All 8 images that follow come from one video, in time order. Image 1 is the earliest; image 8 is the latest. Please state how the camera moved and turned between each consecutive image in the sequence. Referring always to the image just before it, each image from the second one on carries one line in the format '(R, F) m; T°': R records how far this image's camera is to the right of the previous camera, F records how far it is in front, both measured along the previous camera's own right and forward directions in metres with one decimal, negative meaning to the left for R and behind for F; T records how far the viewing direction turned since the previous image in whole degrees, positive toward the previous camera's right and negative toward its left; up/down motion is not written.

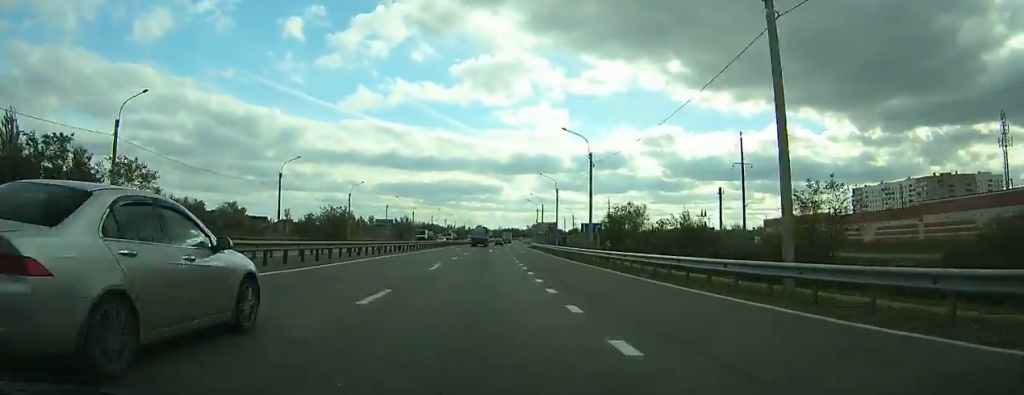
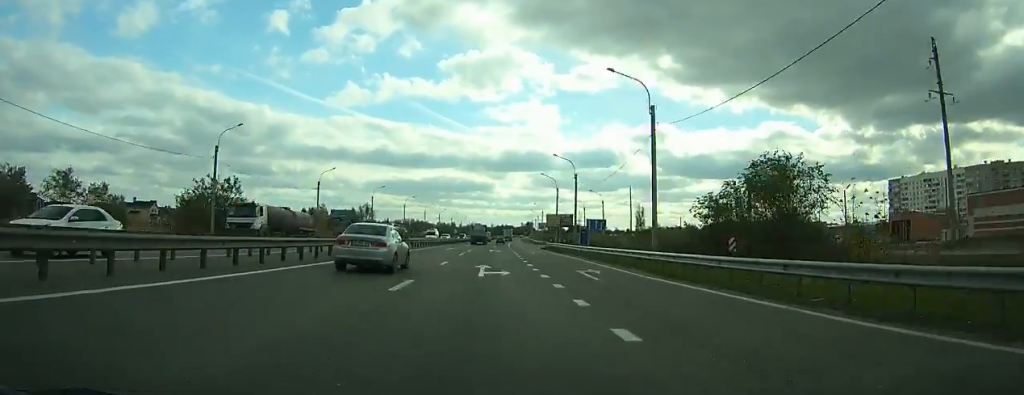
(+0.1, +46.8) m; +1°
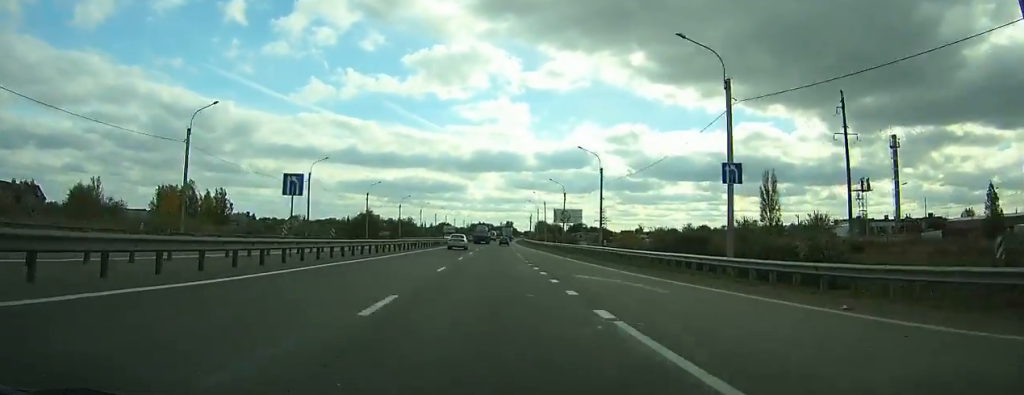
(+2.2, +128.7) m; +2°
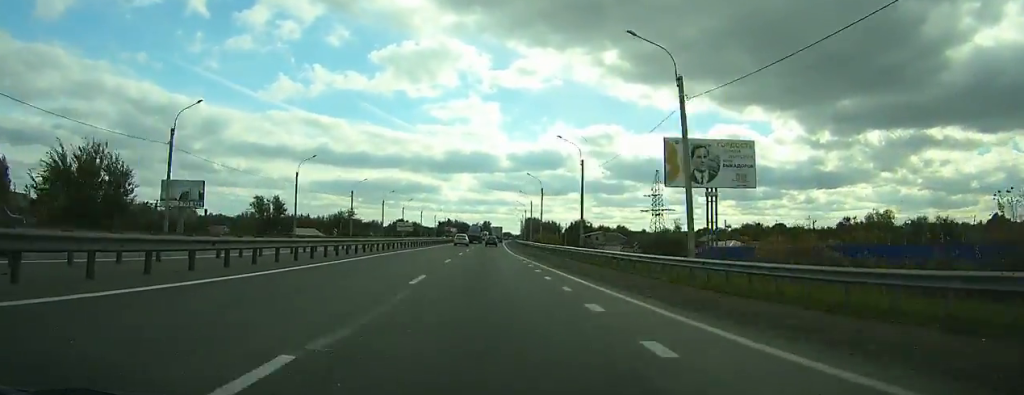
(+1.3, +88.9) m; +2°
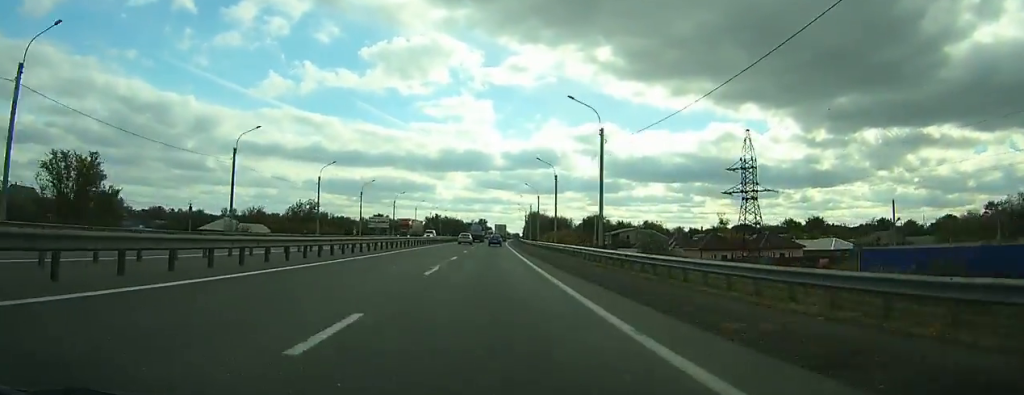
(+0.3, +45.5) m; +1°
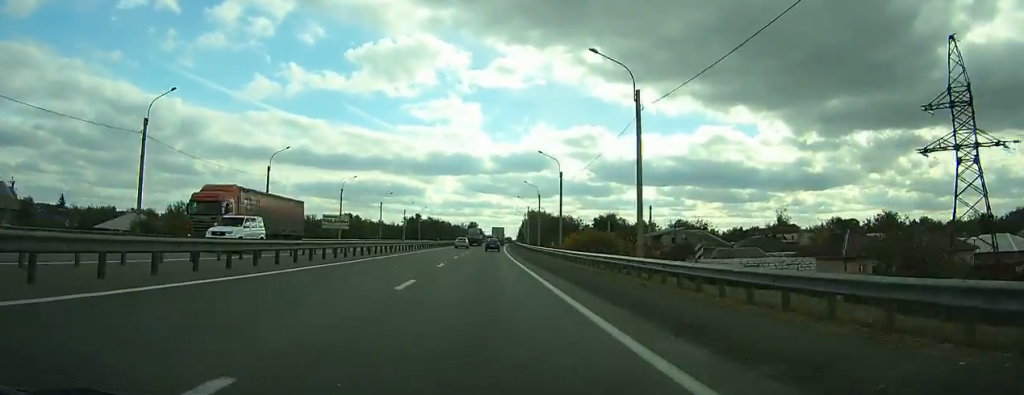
(+0.3, +40.4) m; +1°
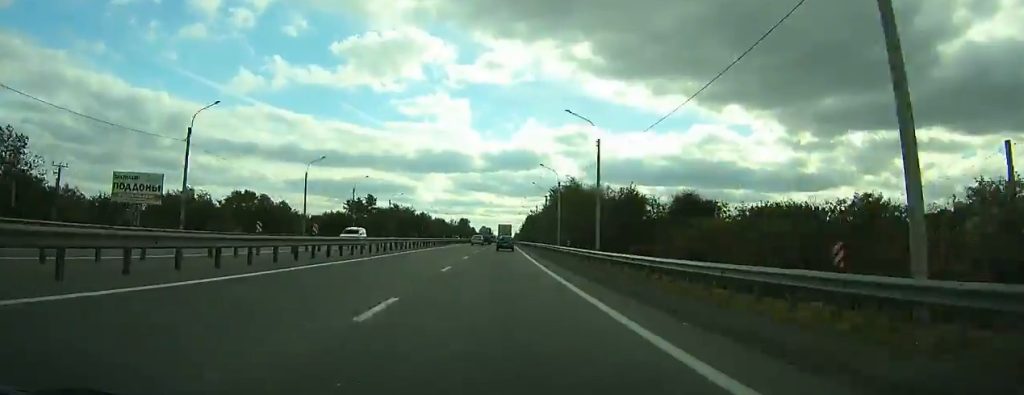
(+0.6, +78.3) m; +1°
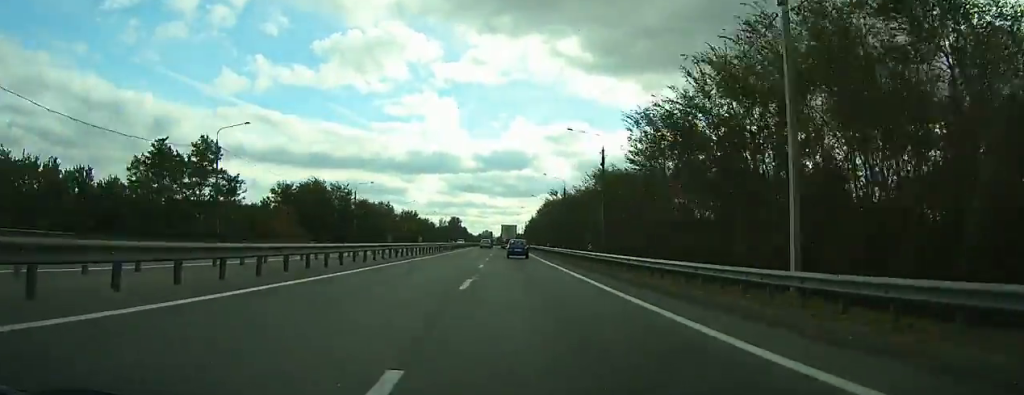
(+0.6, +78.2) m; +1°
